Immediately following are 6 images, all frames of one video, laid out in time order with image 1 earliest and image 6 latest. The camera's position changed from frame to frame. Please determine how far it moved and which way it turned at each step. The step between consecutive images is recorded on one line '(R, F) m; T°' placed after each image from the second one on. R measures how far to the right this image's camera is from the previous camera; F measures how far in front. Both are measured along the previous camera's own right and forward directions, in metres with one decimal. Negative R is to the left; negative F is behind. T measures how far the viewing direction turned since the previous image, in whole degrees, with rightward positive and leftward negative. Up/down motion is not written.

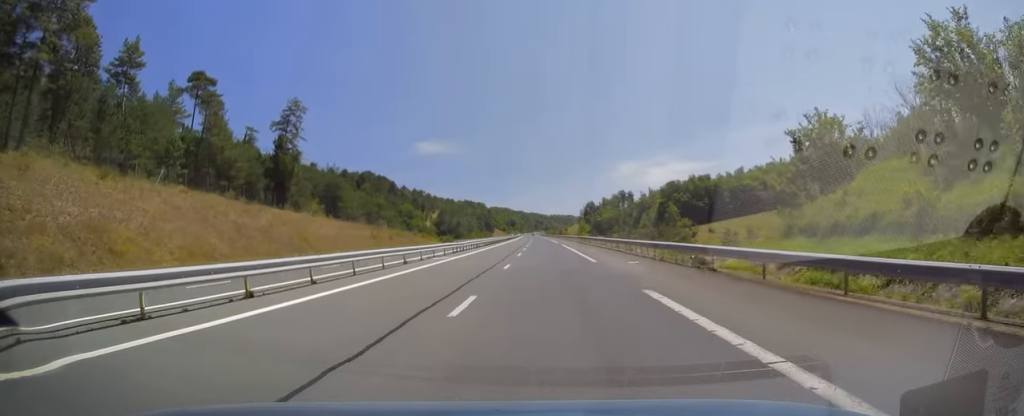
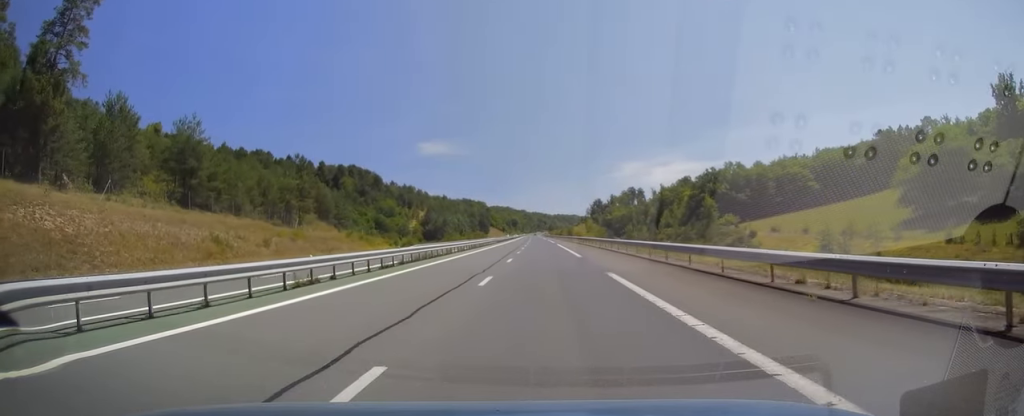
(-0.2, +45.8) m; 0°
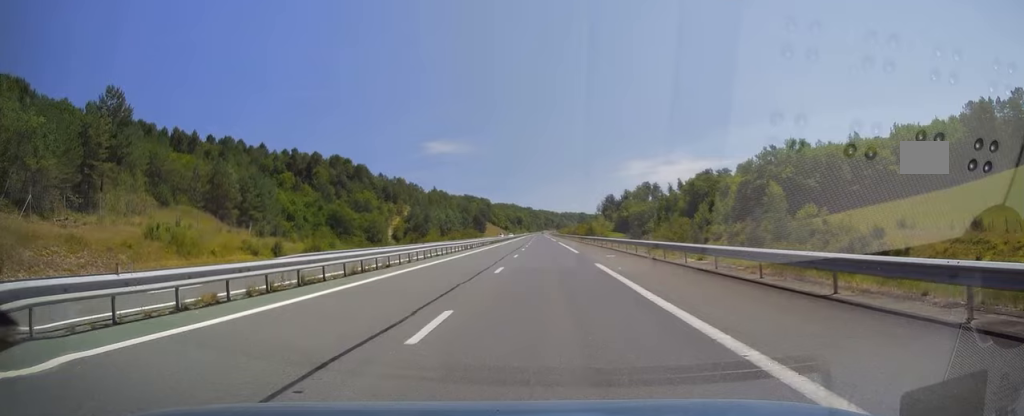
(+0.2, +47.4) m; -1°
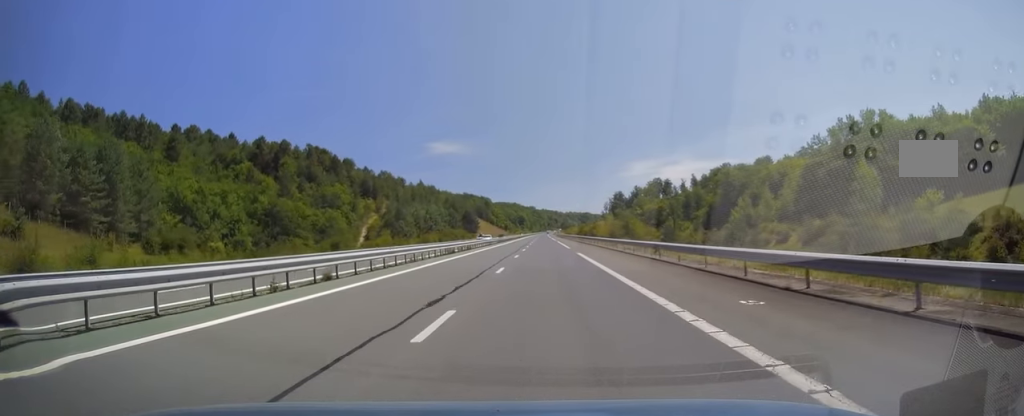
(-0.3, +38.8) m; -1°
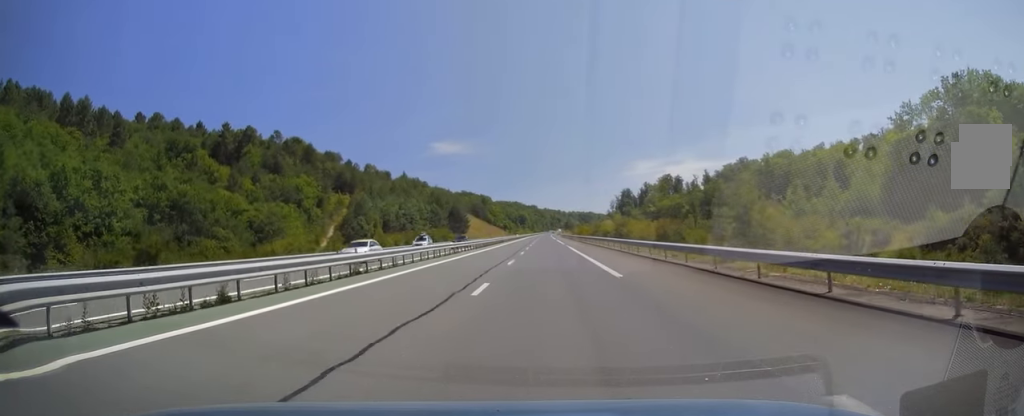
(-0.4, +32.9) m; 0°
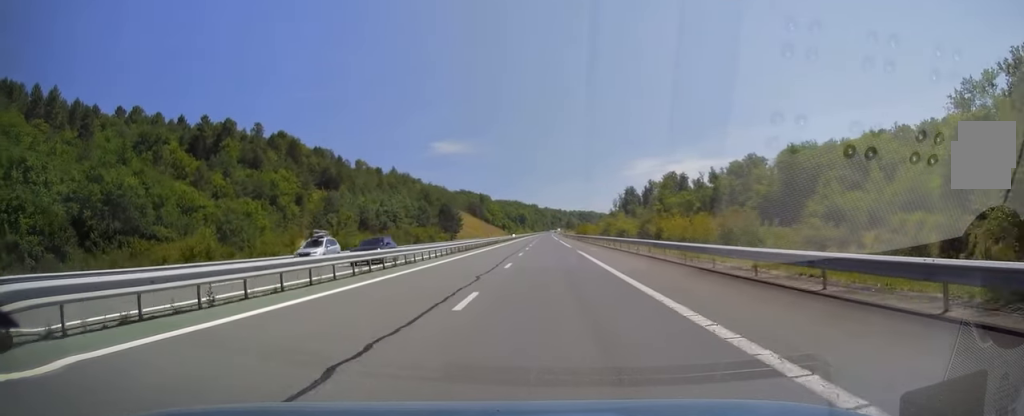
(+0.2, +15.6) m; 0°
